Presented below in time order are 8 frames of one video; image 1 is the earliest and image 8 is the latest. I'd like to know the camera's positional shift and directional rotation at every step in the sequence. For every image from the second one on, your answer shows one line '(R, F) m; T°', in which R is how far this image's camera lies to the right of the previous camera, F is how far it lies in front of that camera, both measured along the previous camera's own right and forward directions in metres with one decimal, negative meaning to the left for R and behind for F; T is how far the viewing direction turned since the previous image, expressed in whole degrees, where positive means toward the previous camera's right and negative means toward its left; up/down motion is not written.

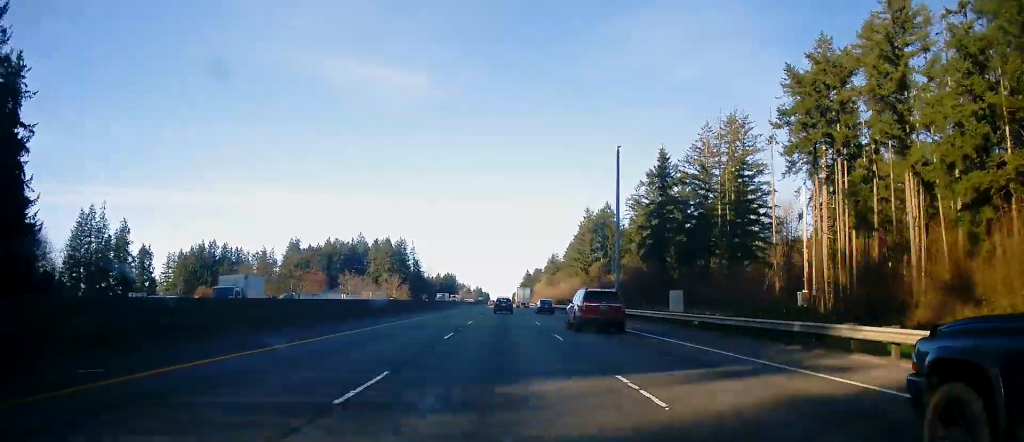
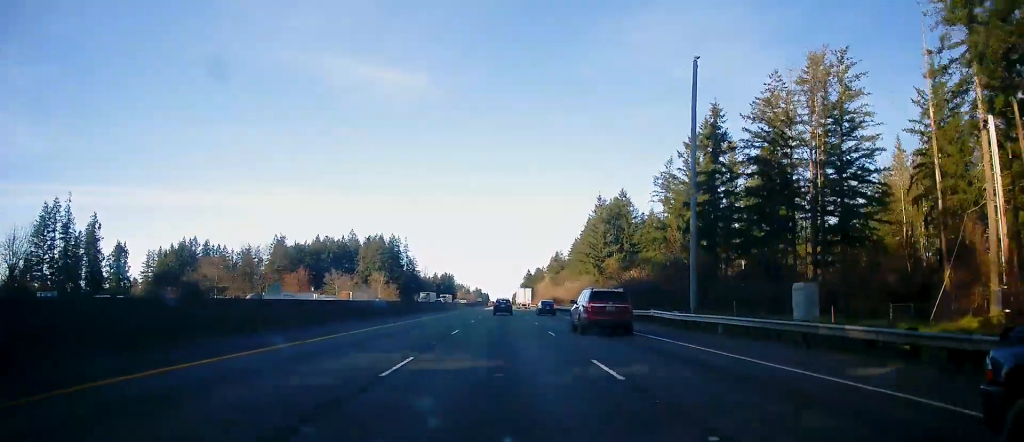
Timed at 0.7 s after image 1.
(+0.2, +21.7) m; 0°
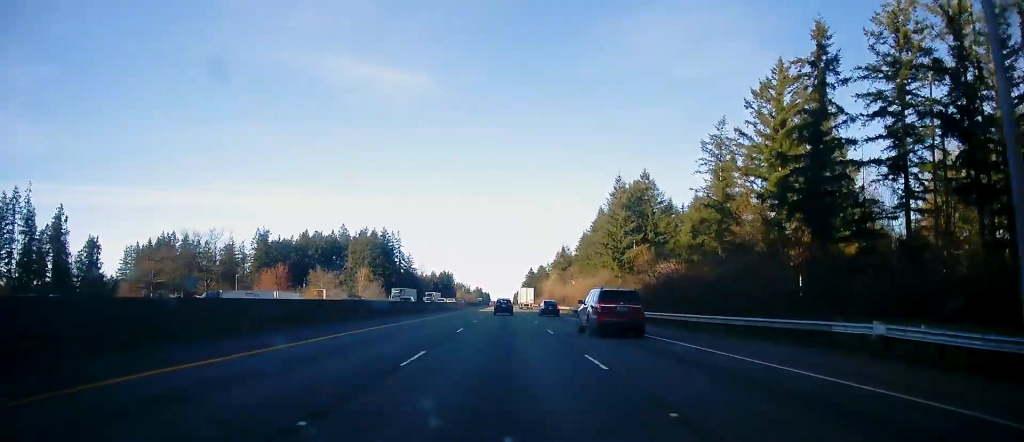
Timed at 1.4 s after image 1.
(0.0, +22.8) m; 0°
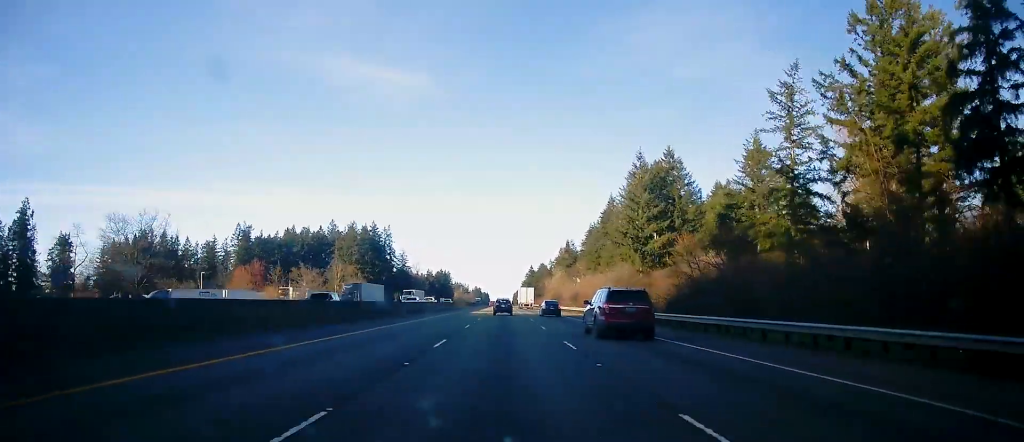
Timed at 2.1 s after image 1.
(0.0, +19.7) m; 0°
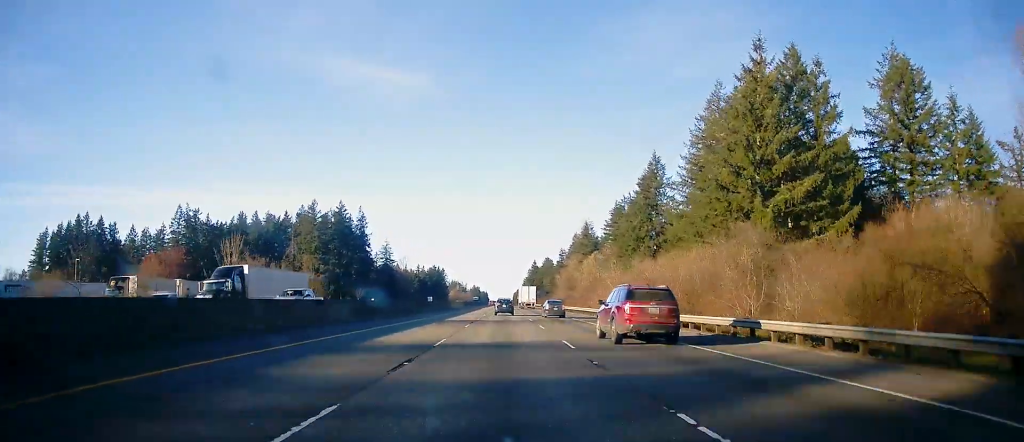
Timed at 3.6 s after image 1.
(+0.1, +48.7) m; 0°
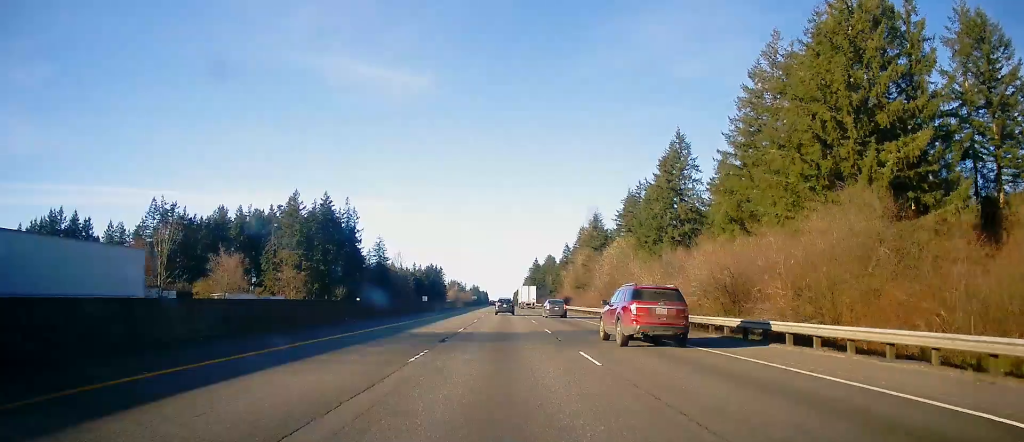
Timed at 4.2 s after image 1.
(-0.2, +16.5) m; 0°
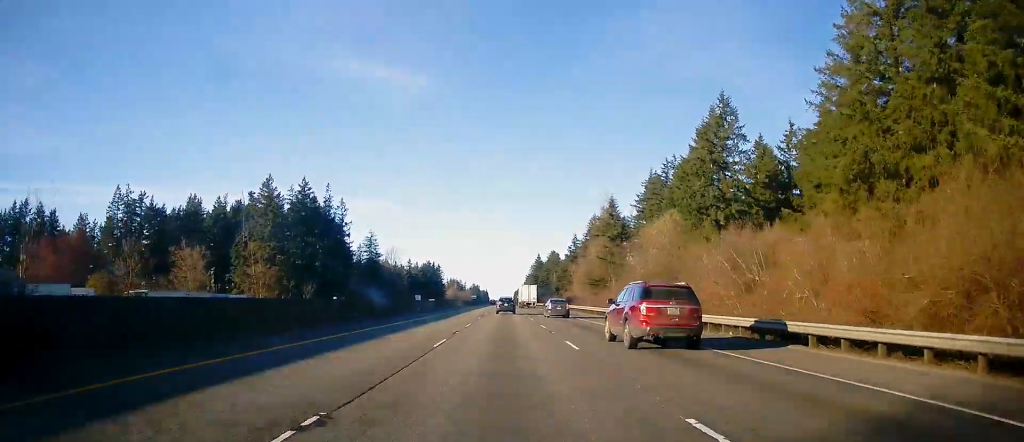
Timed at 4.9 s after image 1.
(-0.1, +21.7) m; 0°
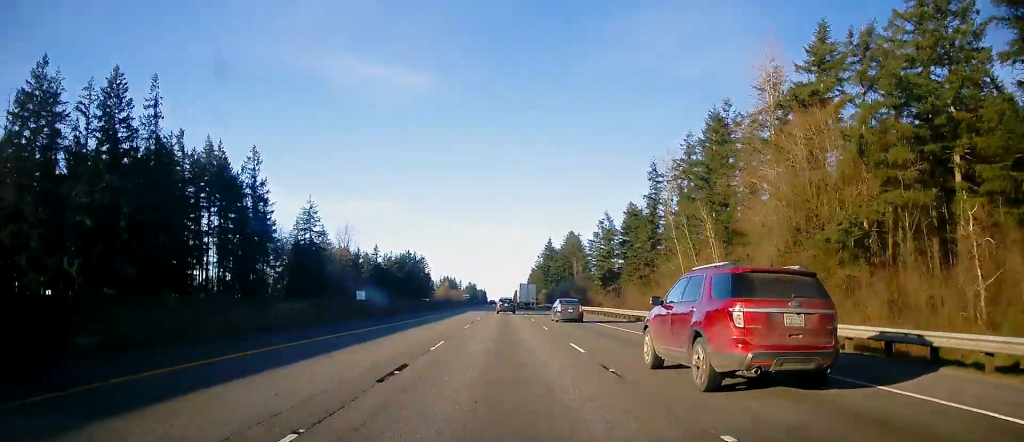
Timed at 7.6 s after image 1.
(+0.6, +85.9) m; +1°
